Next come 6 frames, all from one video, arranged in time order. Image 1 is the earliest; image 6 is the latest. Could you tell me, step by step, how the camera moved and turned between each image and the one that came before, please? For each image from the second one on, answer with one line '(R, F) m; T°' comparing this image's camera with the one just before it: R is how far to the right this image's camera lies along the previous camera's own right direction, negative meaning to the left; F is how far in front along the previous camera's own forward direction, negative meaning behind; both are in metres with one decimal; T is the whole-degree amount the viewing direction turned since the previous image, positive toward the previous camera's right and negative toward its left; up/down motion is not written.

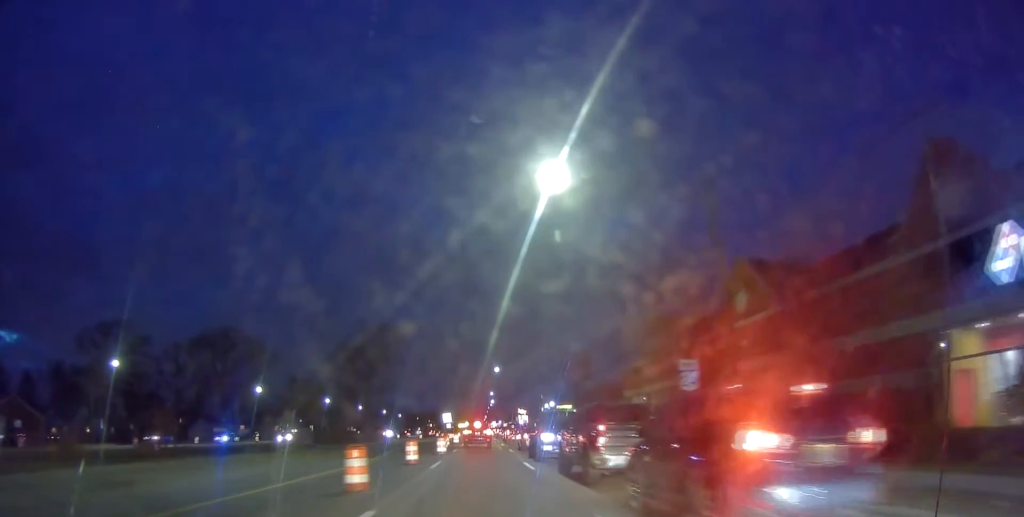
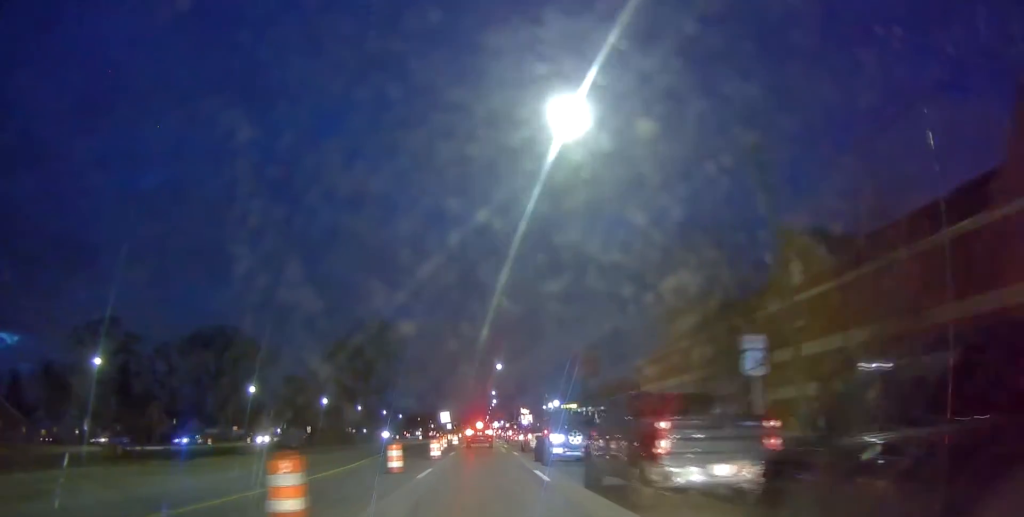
(-0.2, +3.9) m; +4°
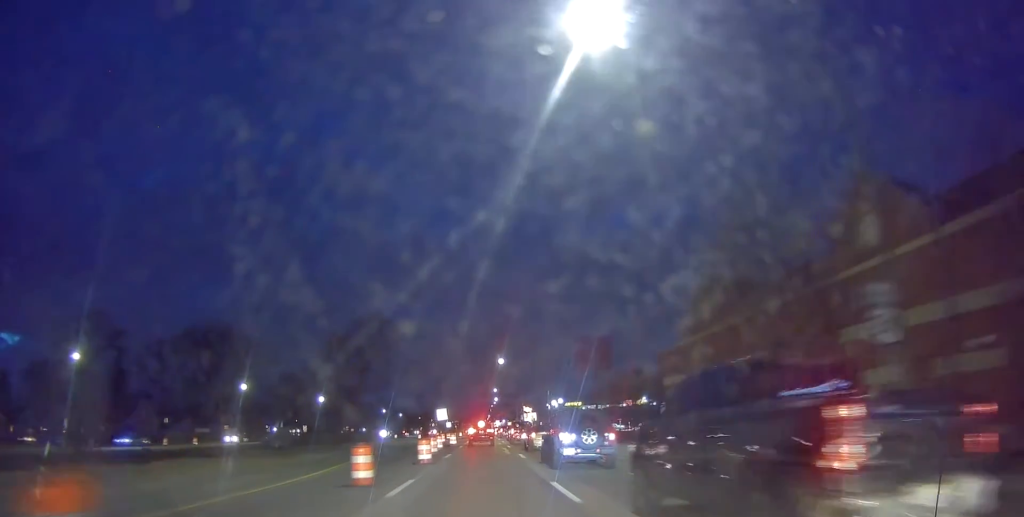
(+0.8, +4.2) m; +4°
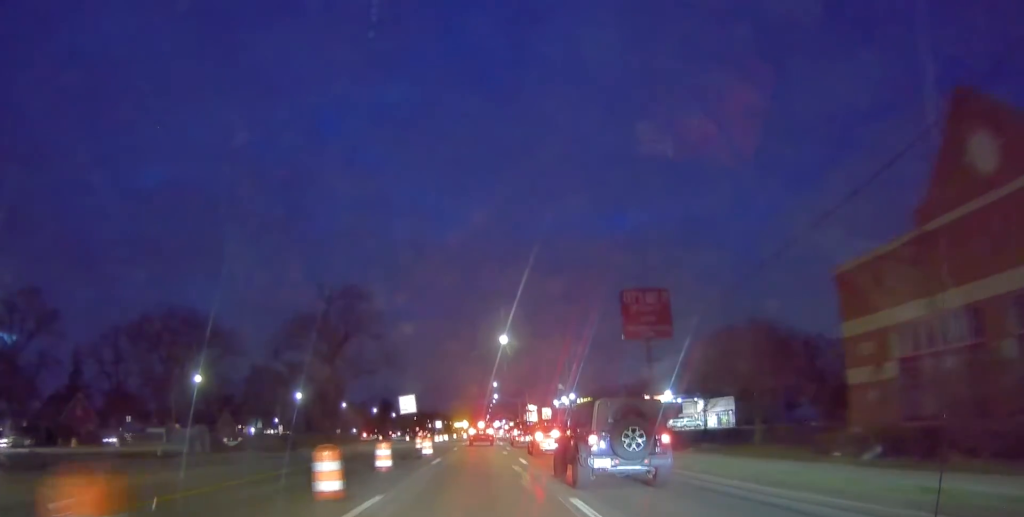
(-0.8, +17.2) m; -4°
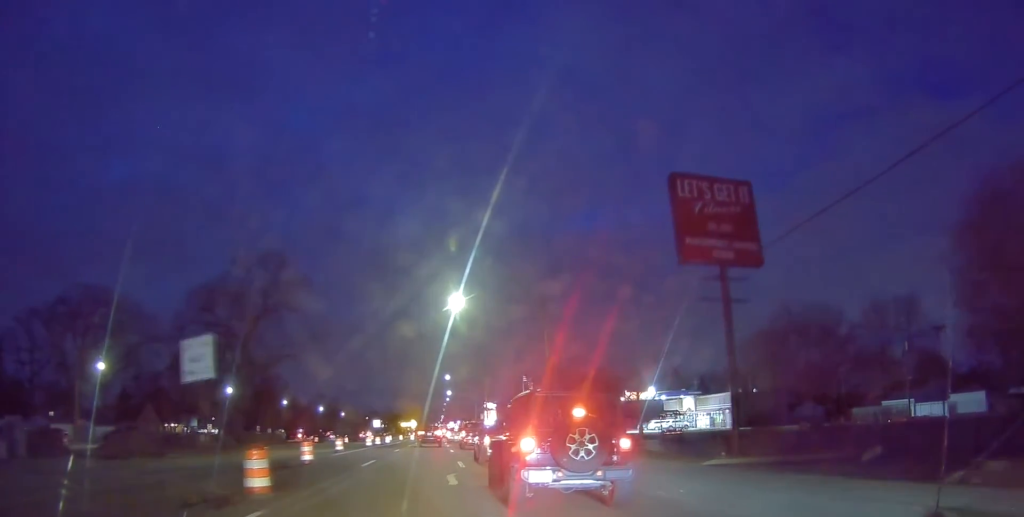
(0.0, +18.3) m; 0°
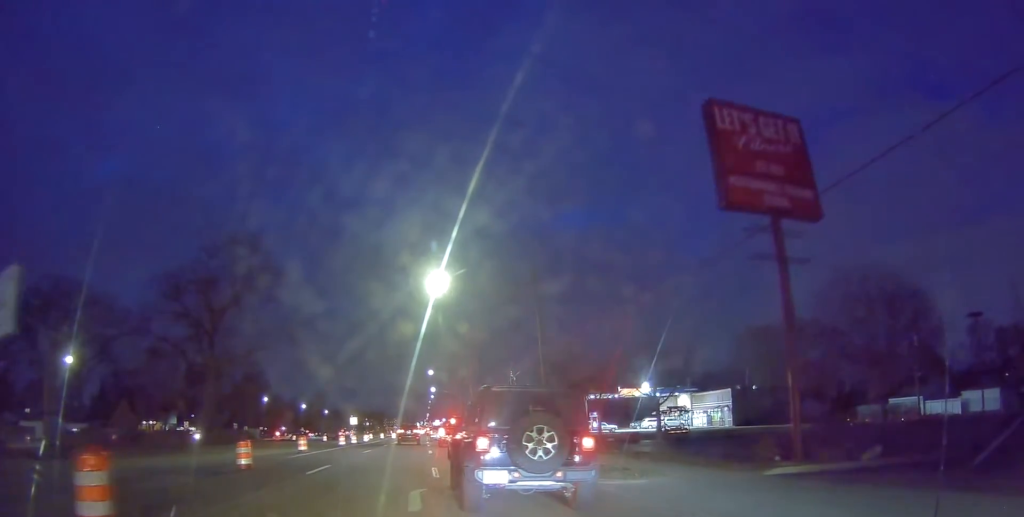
(0.0, +5.8) m; 0°
